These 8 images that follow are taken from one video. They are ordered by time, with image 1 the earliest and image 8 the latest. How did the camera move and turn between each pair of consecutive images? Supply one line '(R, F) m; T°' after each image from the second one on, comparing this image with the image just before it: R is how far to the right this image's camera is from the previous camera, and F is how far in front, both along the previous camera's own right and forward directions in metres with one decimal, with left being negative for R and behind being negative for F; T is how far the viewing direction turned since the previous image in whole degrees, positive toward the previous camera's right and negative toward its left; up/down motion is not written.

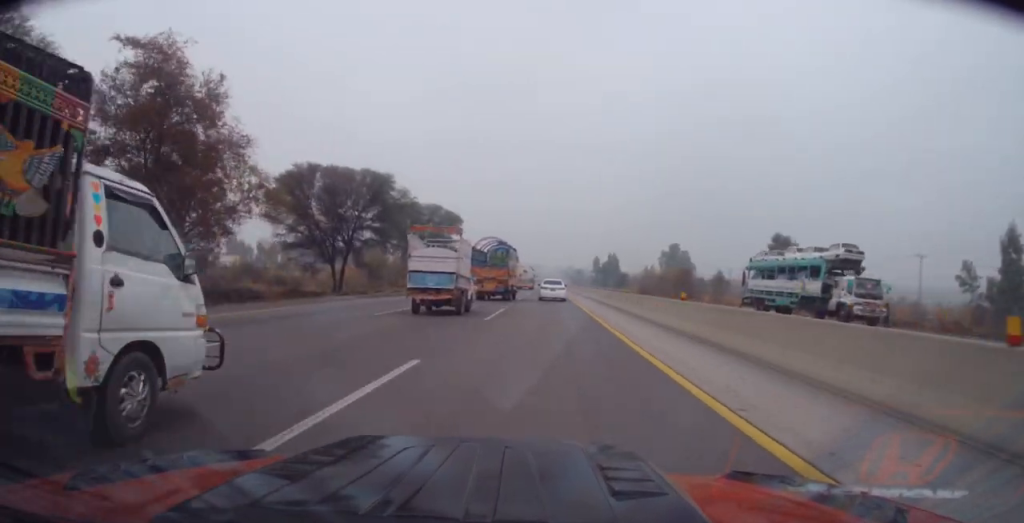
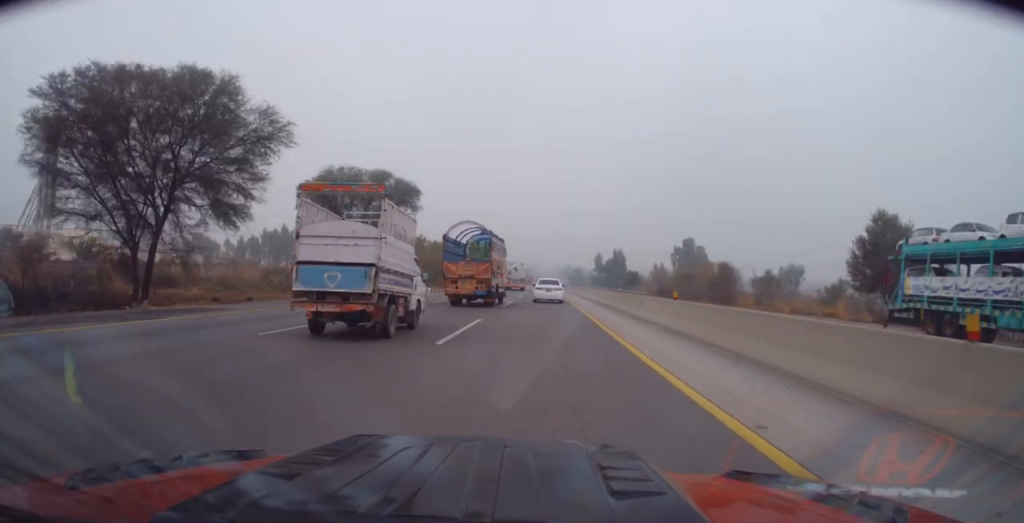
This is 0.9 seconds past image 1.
(-0.1, +25.7) m; 0°
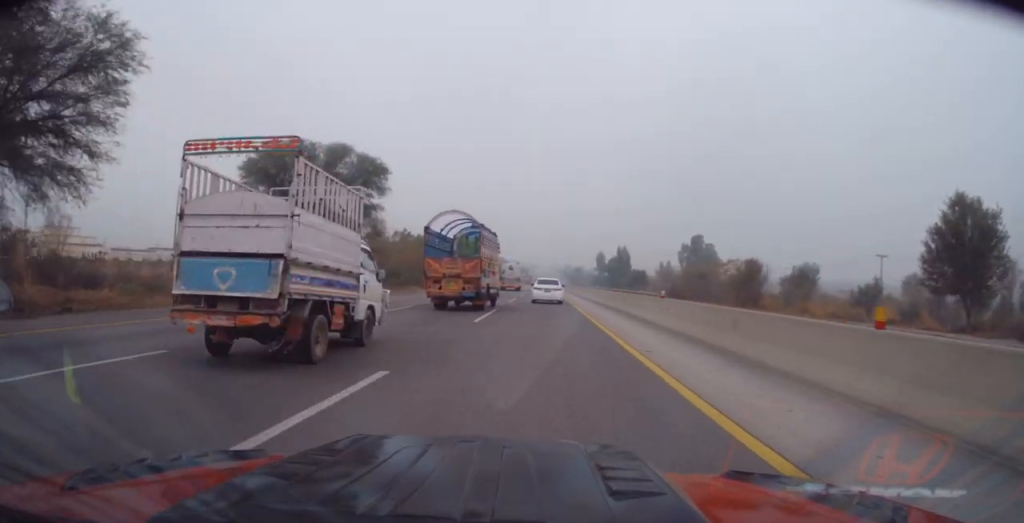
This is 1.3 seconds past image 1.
(-0.1, +11.4) m; 0°
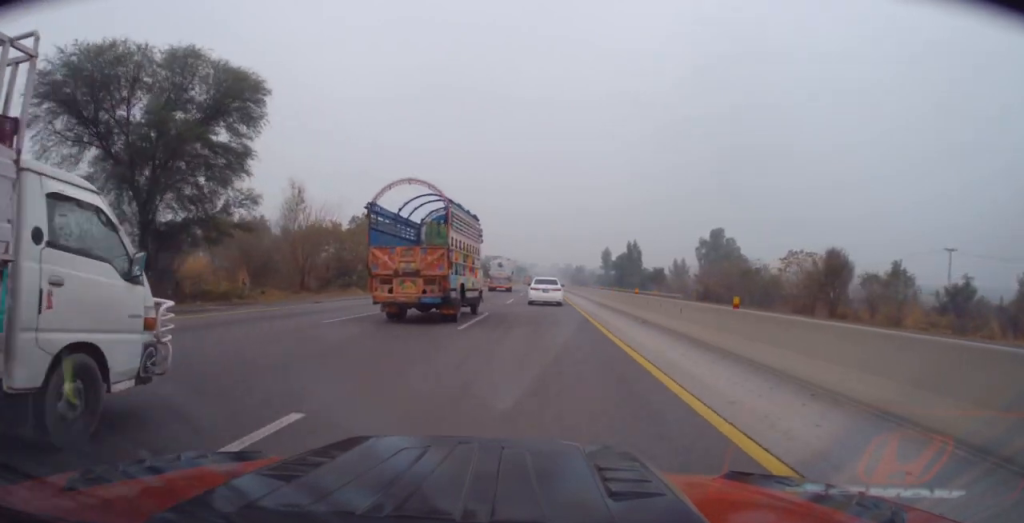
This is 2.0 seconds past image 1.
(+0.2, +20.7) m; 0°
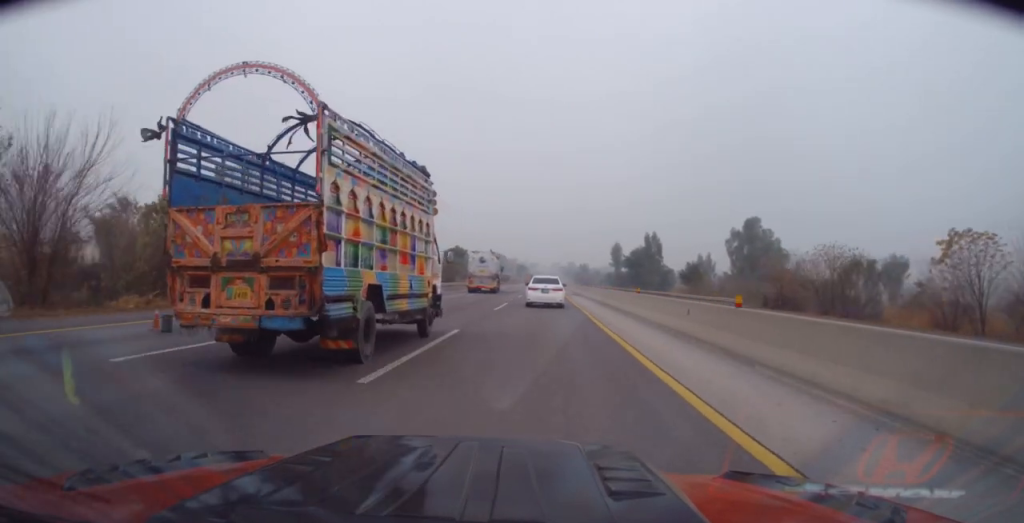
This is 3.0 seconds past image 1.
(-0.1, +26.1) m; 0°
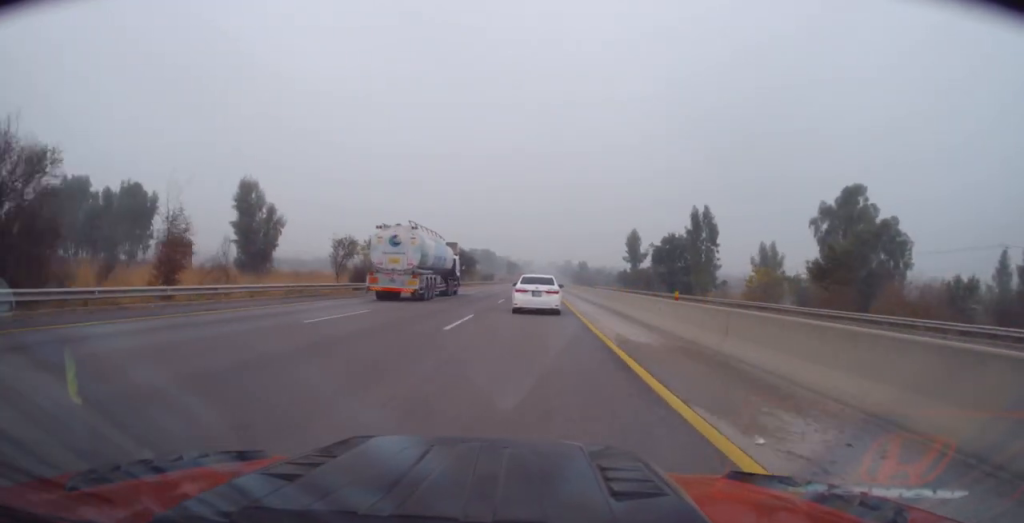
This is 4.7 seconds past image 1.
(0.0, +47.8) m; +1°
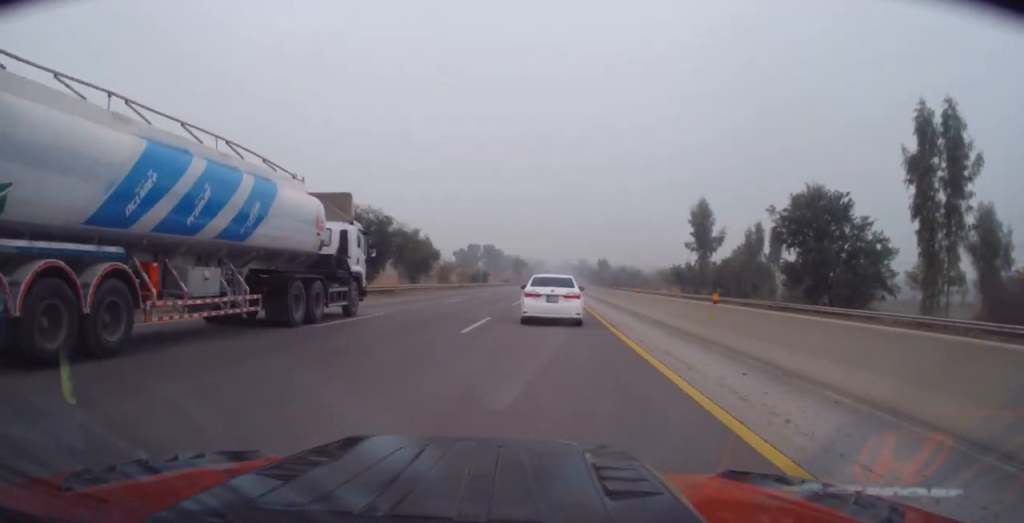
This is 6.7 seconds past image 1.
(-0.4, +54.1) m; -2°
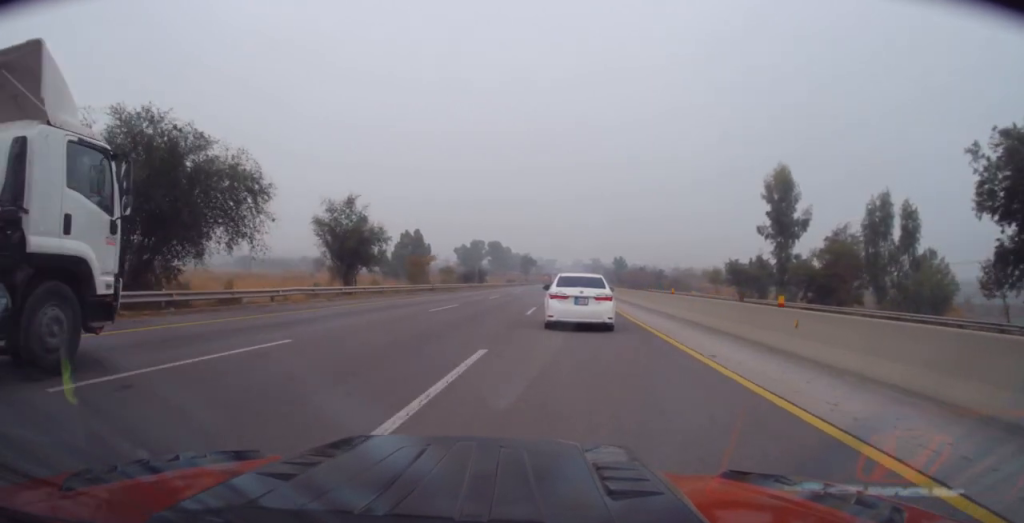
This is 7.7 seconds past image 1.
(-0.2, +27.6) m; -1°
